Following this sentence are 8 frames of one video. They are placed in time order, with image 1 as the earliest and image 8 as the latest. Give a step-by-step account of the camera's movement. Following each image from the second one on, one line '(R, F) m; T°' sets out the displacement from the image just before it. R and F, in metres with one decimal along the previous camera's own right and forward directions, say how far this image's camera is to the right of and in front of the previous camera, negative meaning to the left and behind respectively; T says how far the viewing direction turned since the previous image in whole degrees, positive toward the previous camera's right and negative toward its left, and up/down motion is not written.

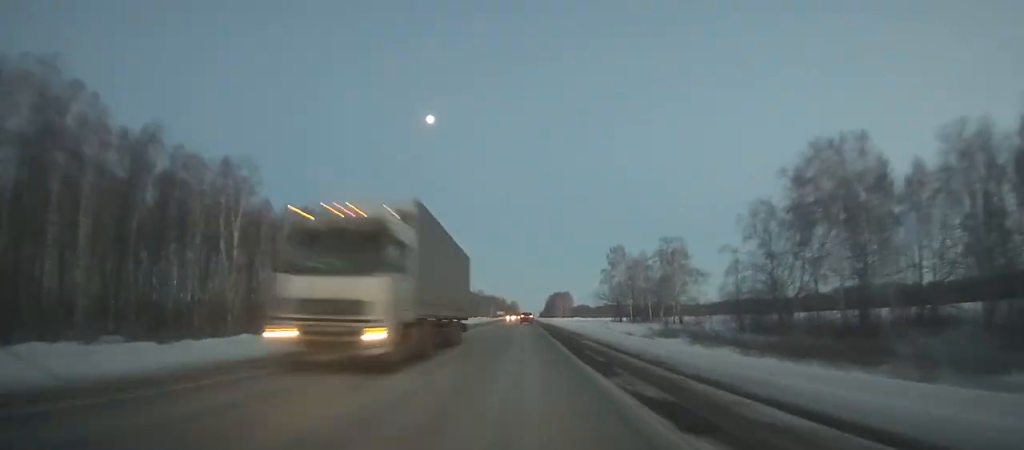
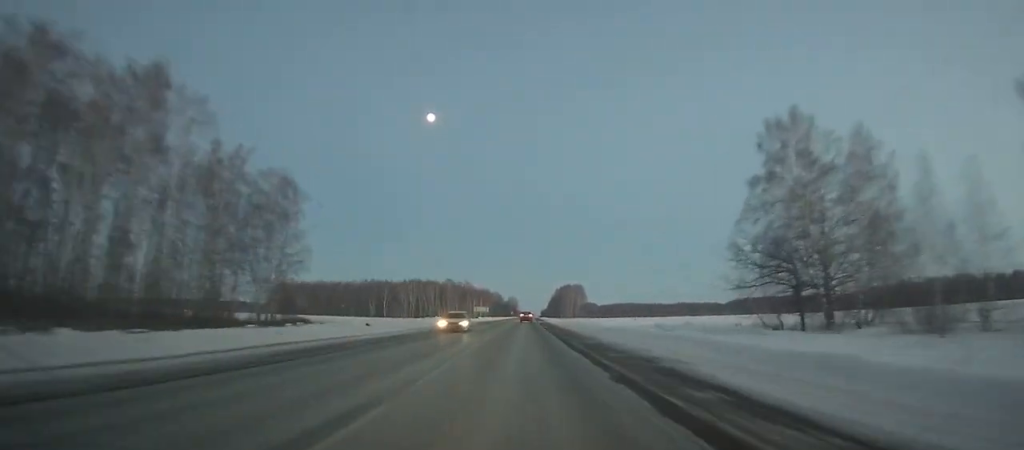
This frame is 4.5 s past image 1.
(-0.3, +114.7) m; 0°
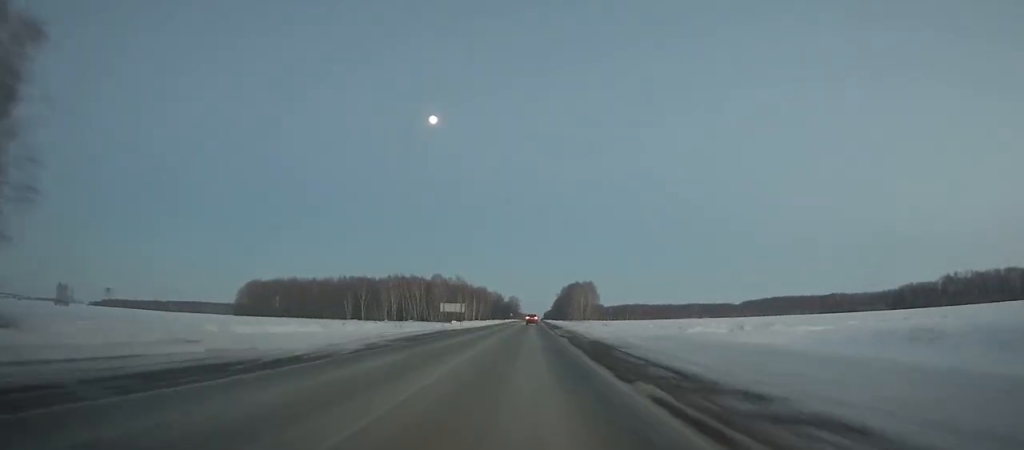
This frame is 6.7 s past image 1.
(0.0, +57.1) m; +1°
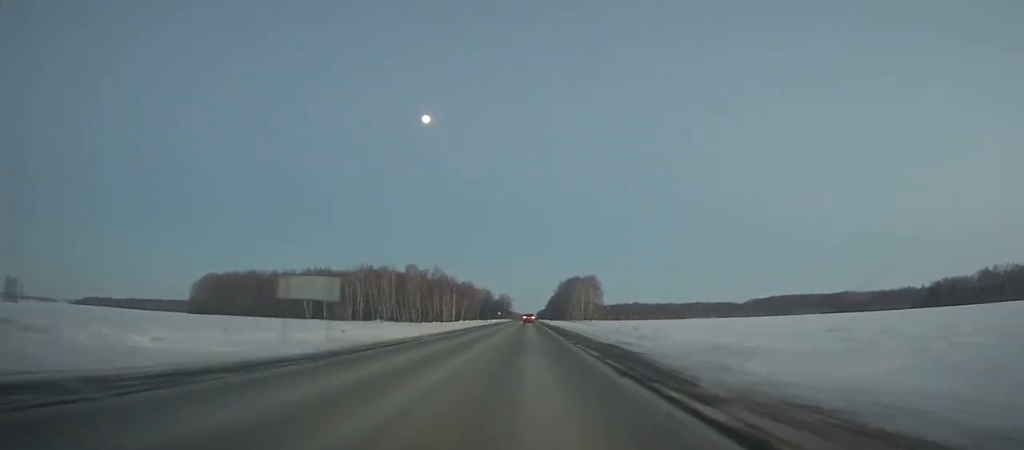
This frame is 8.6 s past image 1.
(+0.2, +49.9) m; +1°
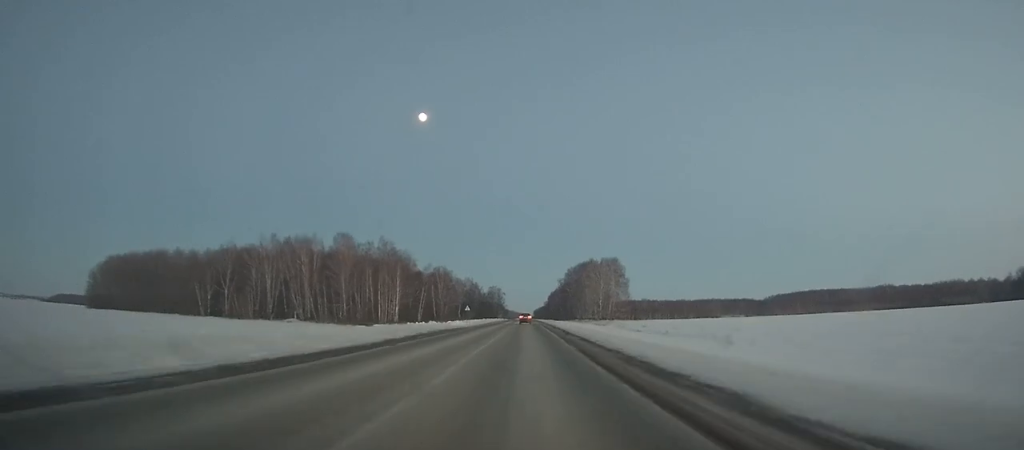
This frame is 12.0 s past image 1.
(+0.8, +91.0) m; +1°
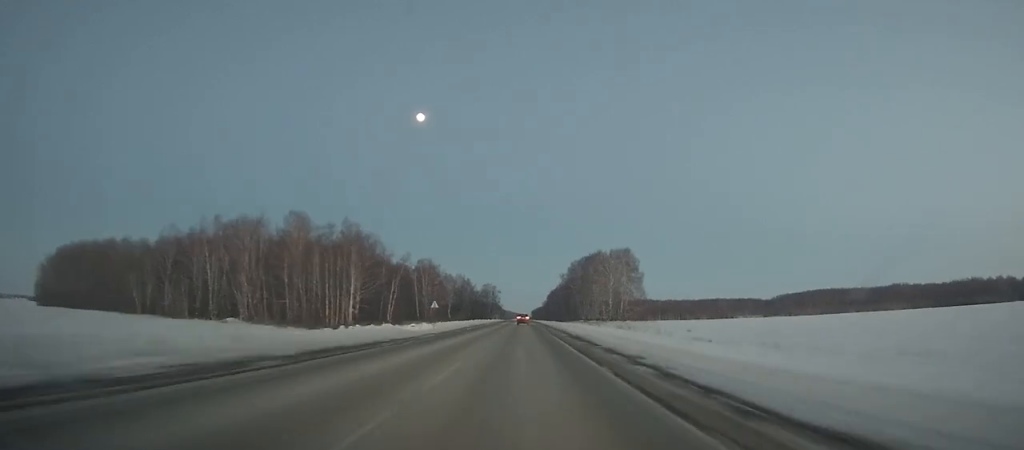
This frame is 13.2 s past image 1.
(+0.2, +32.4) m; 0°
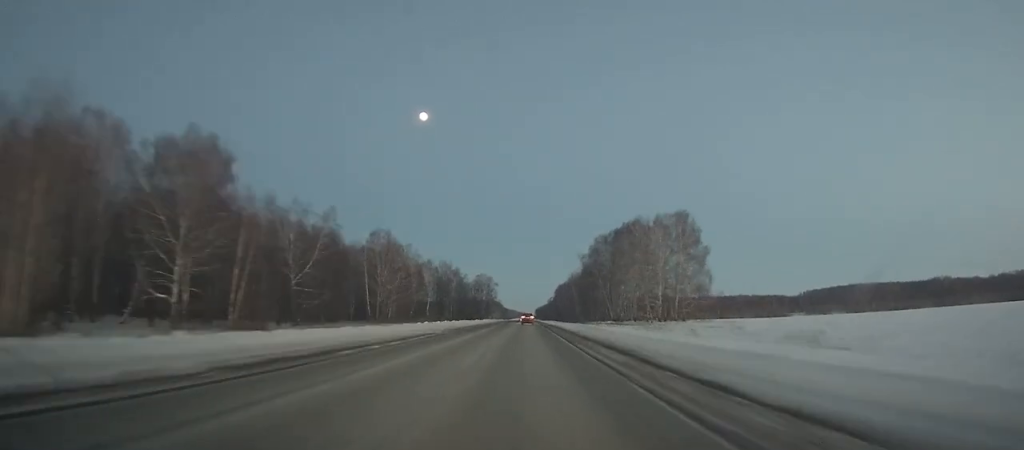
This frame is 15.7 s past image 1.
(-0.3, +68.6) m; 0°
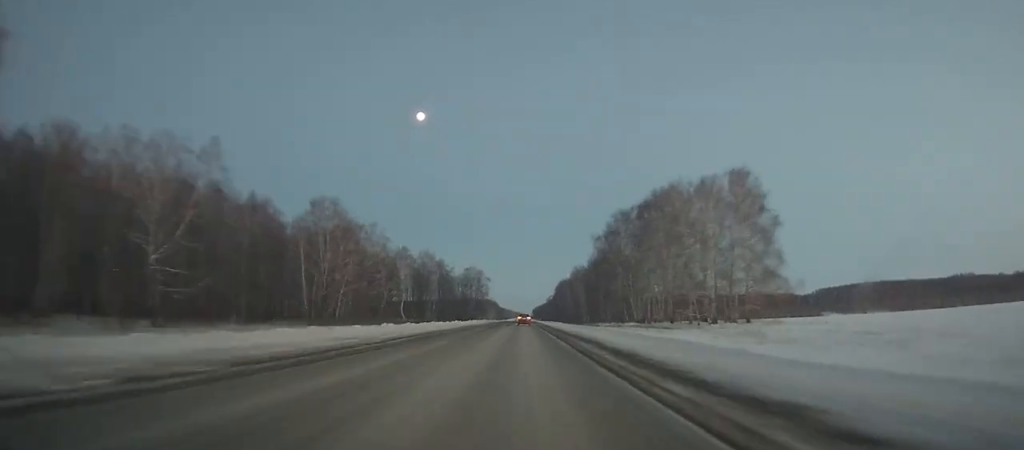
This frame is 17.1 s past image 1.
(-0.1, +38.8) m; 0°
